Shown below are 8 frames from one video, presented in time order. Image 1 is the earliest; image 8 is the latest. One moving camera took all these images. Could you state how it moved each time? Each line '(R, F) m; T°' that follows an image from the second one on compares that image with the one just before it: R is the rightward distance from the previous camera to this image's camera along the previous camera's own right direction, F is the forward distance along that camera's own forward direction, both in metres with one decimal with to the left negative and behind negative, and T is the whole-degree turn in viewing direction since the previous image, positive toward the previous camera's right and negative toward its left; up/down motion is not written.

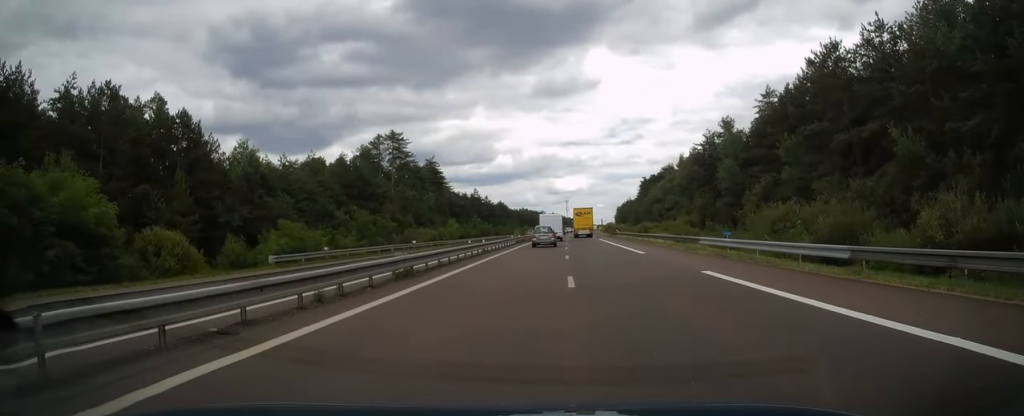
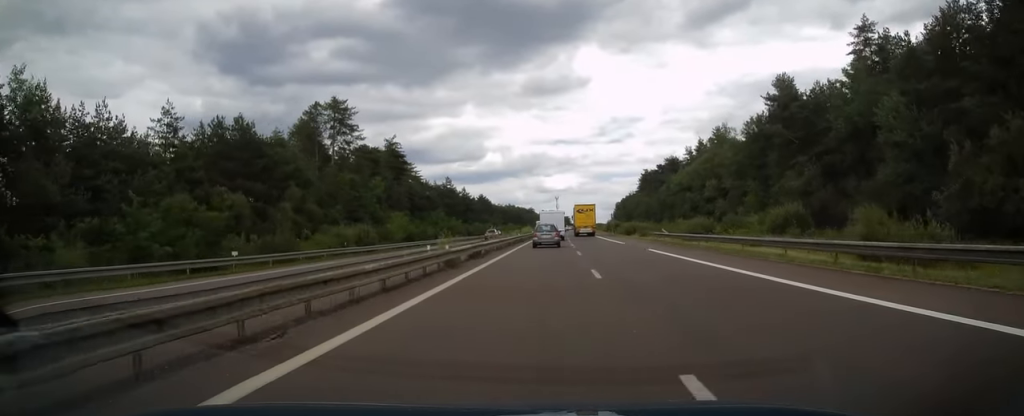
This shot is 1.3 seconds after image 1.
(+0.5, +37.7) m; +1°
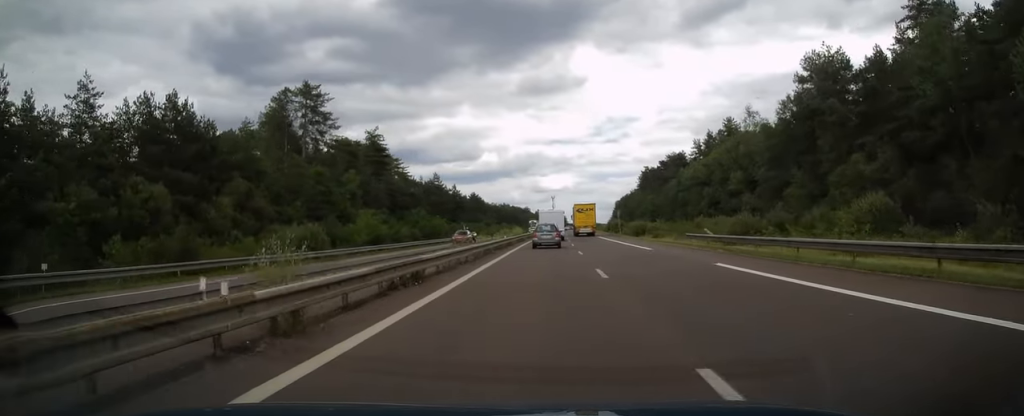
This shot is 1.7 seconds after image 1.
(0.0, +13.0) m; 0°
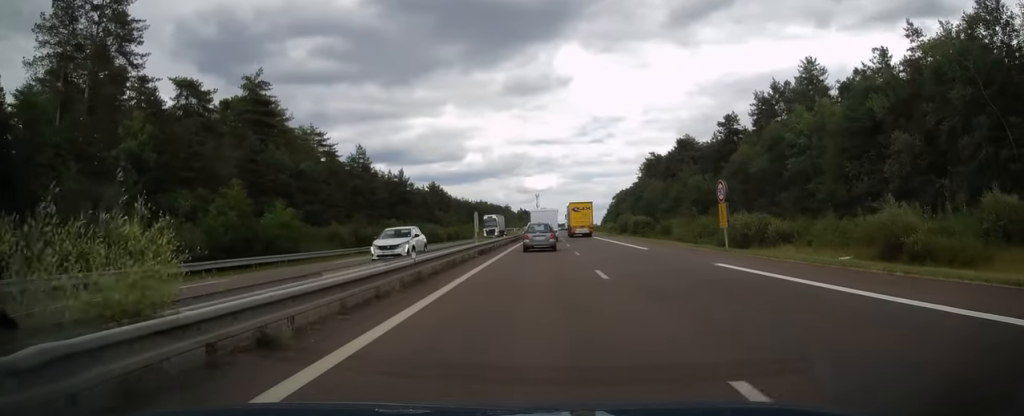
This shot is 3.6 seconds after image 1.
(+0.4, +53.2) m; +1°
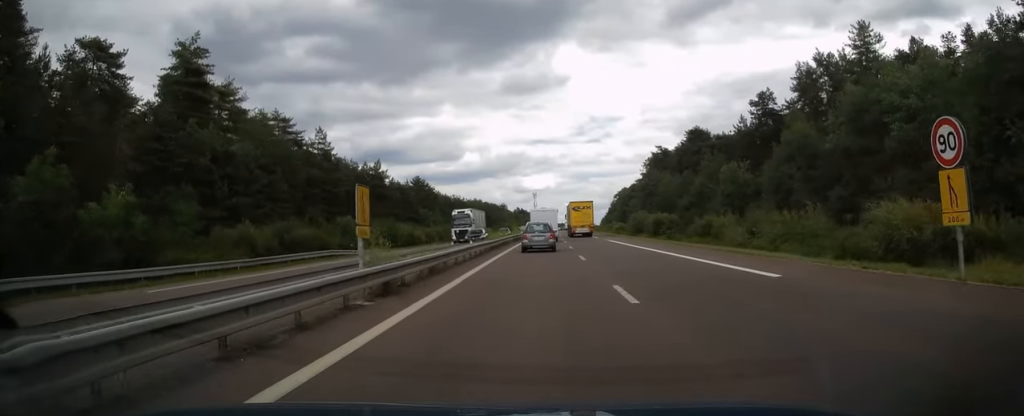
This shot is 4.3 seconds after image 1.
(+0.1, +18.1) m; +1°
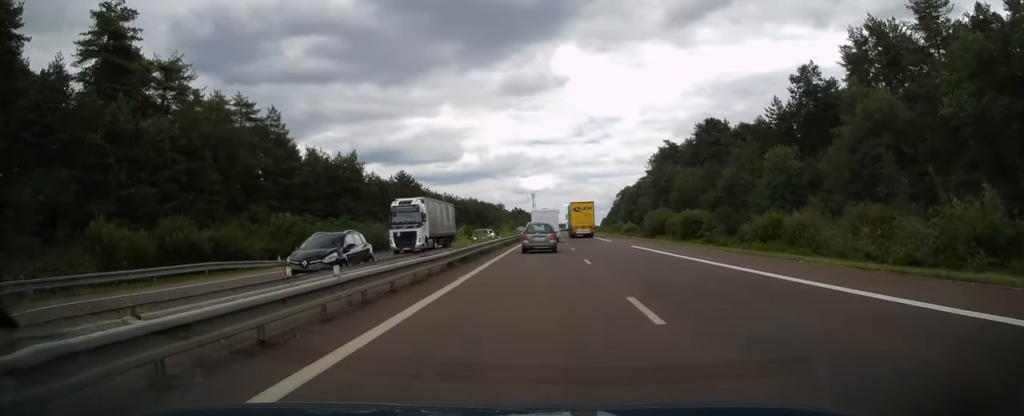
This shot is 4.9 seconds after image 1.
(+0.1, +15.5) m; 0°
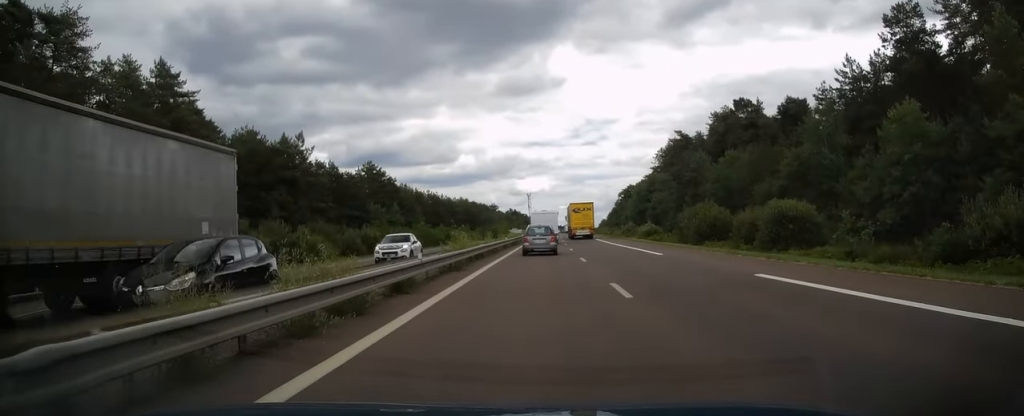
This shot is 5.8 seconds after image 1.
(0.0, +22.9) m; 0°
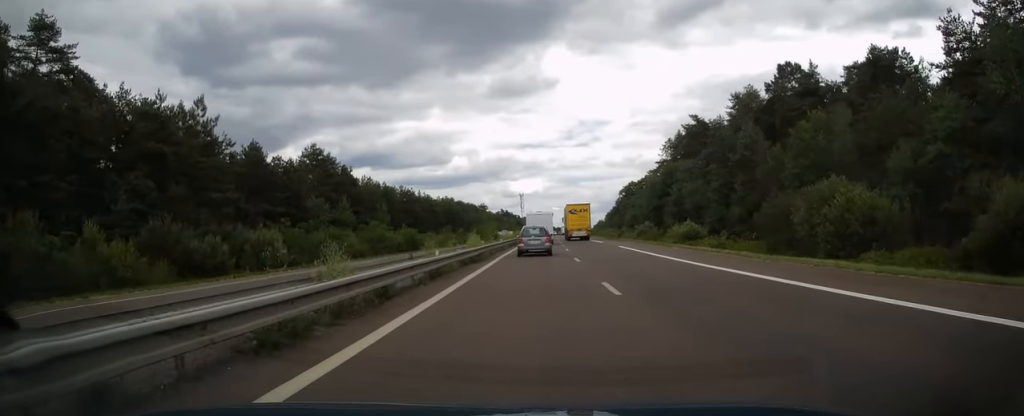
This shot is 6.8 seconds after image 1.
(+0.1, +25.4) m; 0°
